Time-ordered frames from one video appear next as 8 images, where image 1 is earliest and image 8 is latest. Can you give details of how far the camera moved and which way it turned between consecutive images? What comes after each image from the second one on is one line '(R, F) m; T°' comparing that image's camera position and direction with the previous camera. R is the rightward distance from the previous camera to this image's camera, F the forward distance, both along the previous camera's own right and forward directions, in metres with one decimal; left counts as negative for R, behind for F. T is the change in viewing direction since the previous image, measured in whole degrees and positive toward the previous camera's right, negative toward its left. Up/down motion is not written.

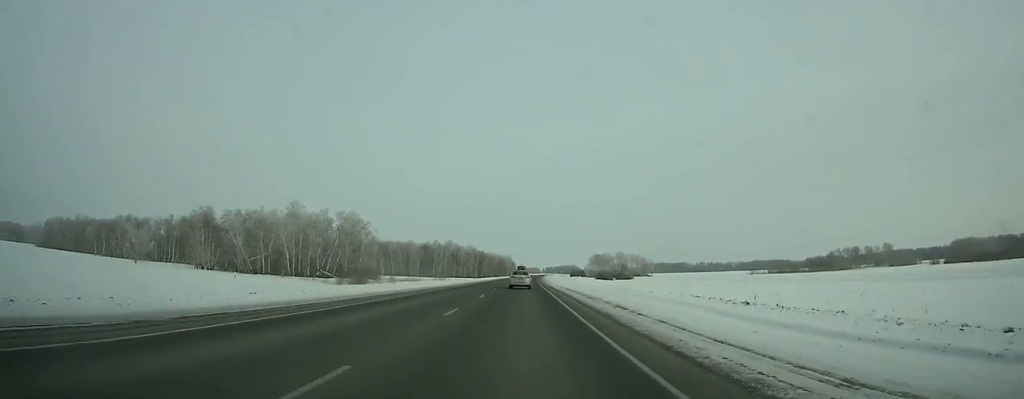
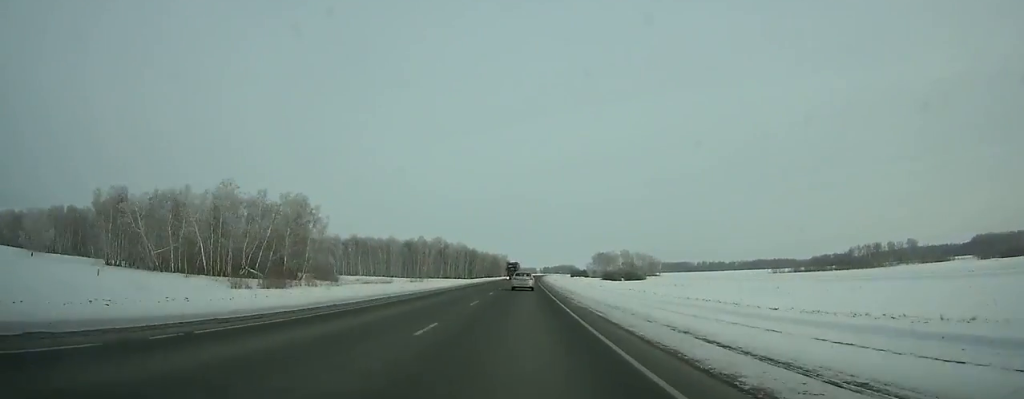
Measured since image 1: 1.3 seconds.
(+0.1, +41.6) m; +1°
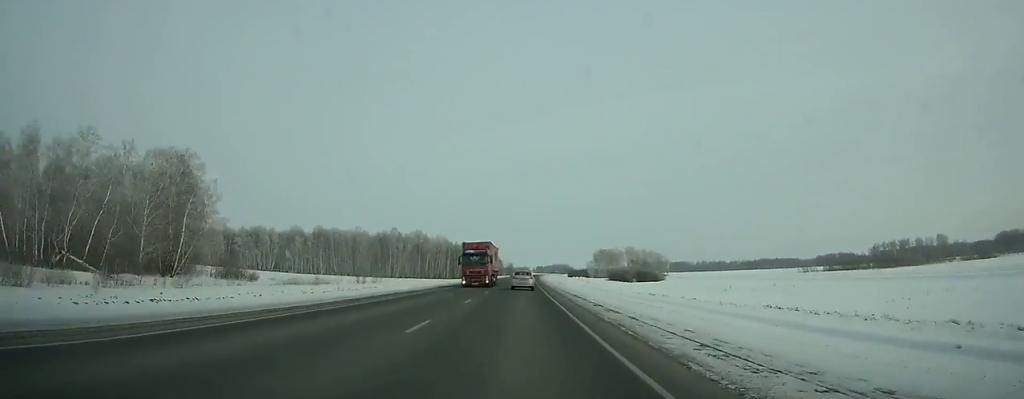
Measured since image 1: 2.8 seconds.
(+0.3, +47.8) m; 0°
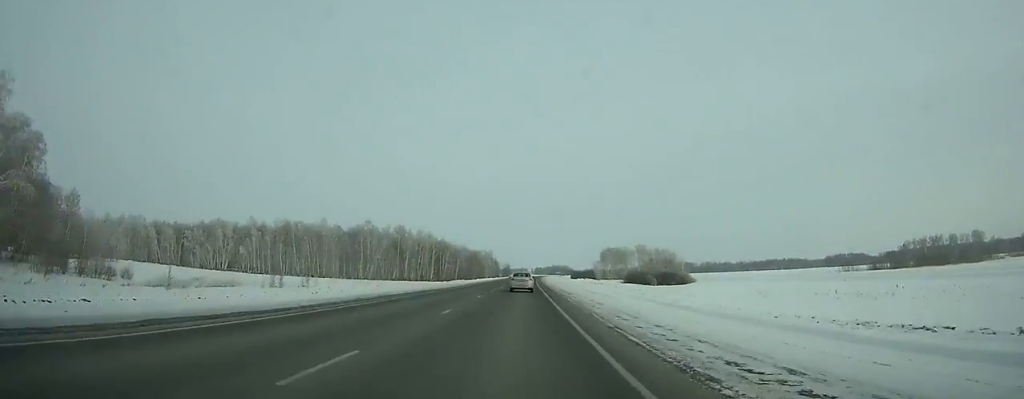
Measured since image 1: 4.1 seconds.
(+0.1, +41.3) m; 0°
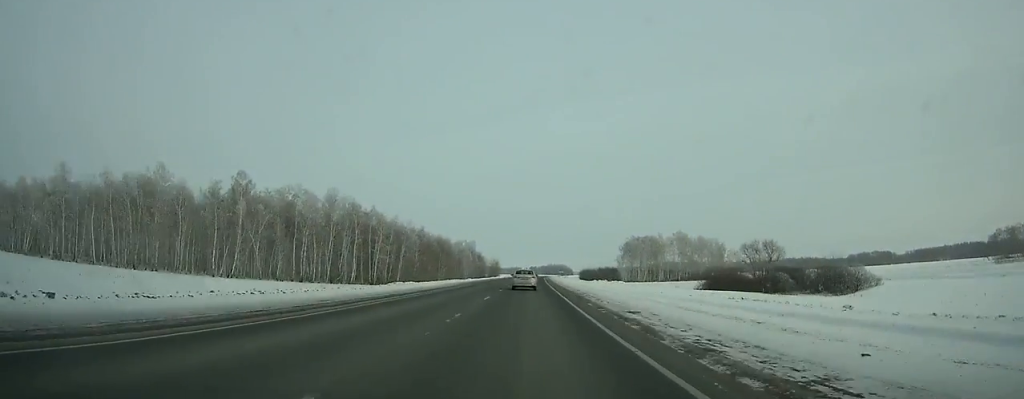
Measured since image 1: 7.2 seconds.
(+0.4, +97.1) m; +1°
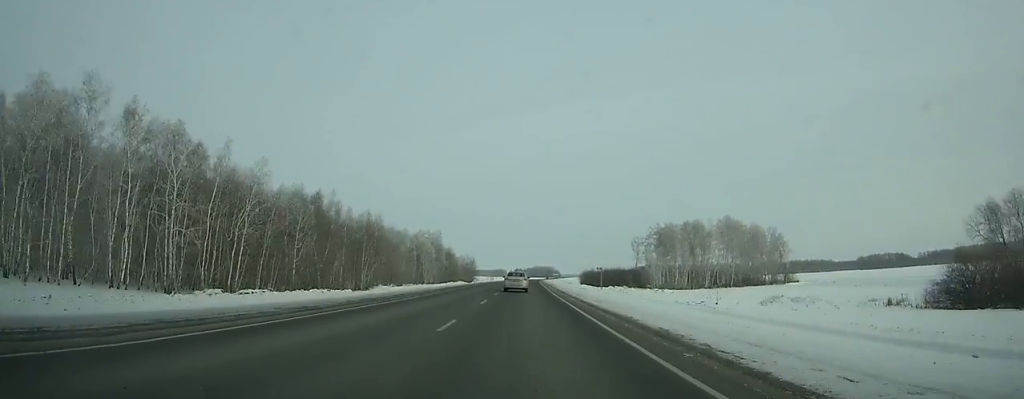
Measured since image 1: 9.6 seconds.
(+0.8, +73.8) m; +1°
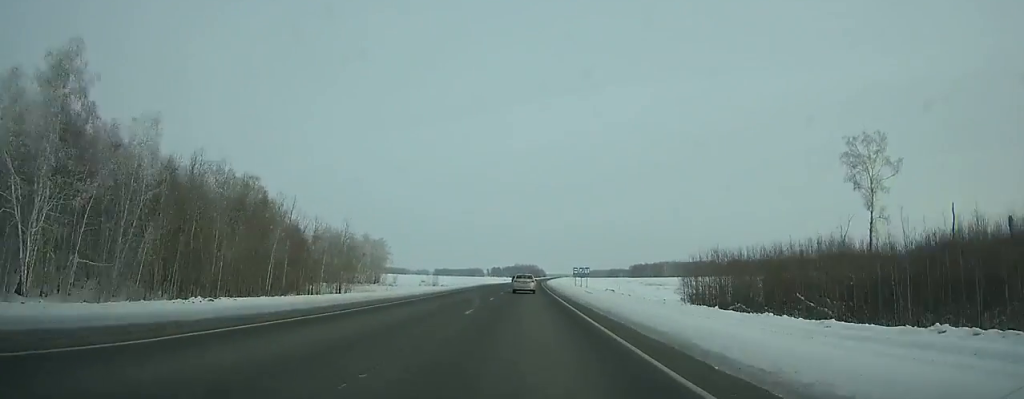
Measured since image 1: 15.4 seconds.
(+3.2, +173.6) m; +2°
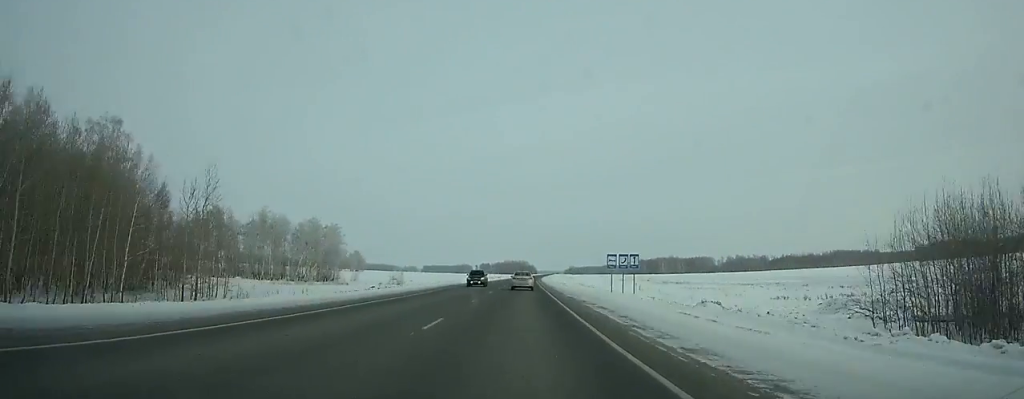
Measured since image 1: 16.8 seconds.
(+0.1, +41.1) m; 0°
